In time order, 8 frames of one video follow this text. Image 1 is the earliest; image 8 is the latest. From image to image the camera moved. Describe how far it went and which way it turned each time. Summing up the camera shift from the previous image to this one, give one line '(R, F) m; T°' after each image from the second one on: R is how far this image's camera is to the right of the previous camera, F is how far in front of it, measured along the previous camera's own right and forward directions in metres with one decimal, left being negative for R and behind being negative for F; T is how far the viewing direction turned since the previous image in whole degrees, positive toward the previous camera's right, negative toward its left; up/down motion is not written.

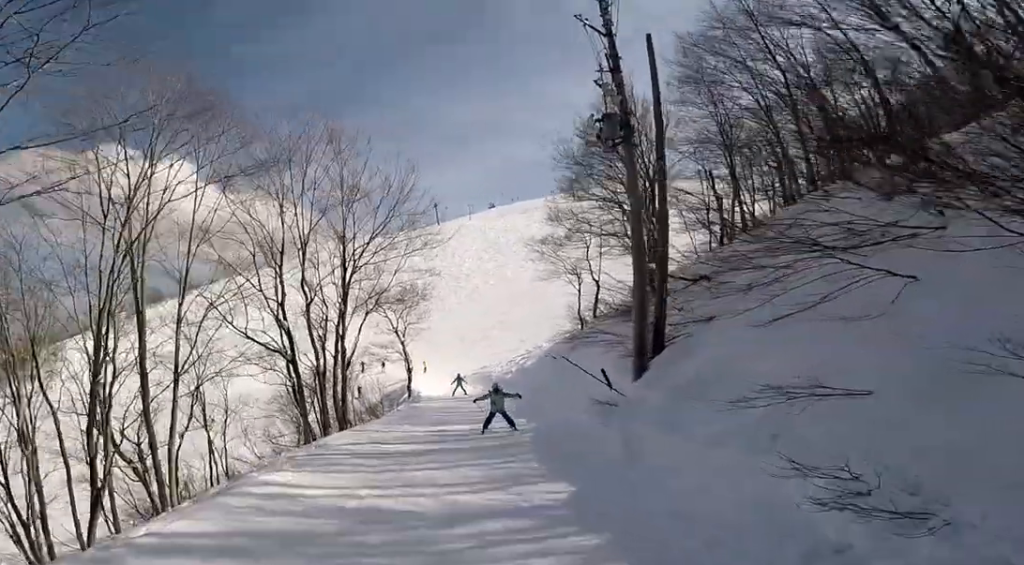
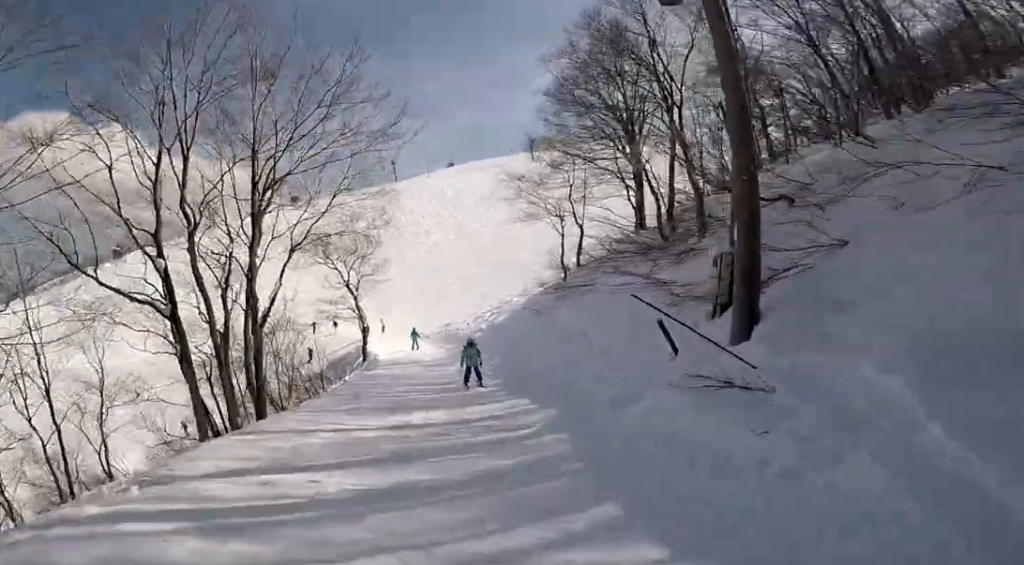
(+0.4, +5.1) m; +1°
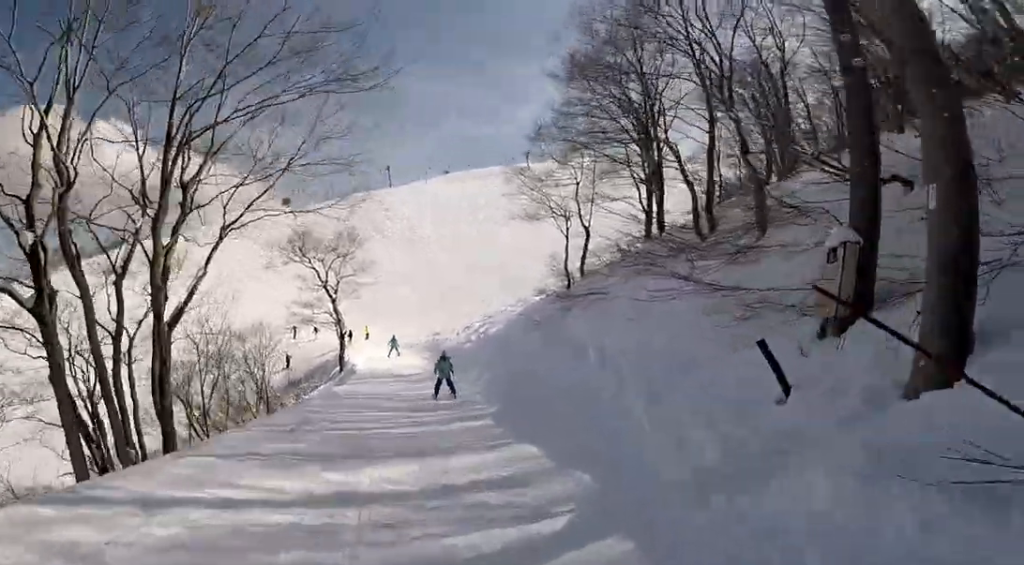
(+0.2, +3.1) m; -7°
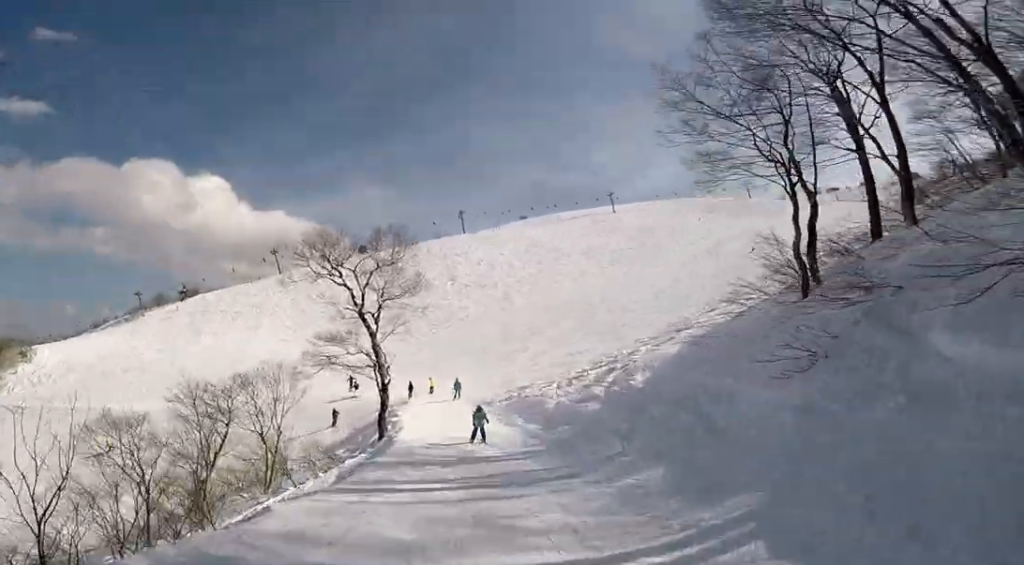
(-1.7, +10.0) m; -4°
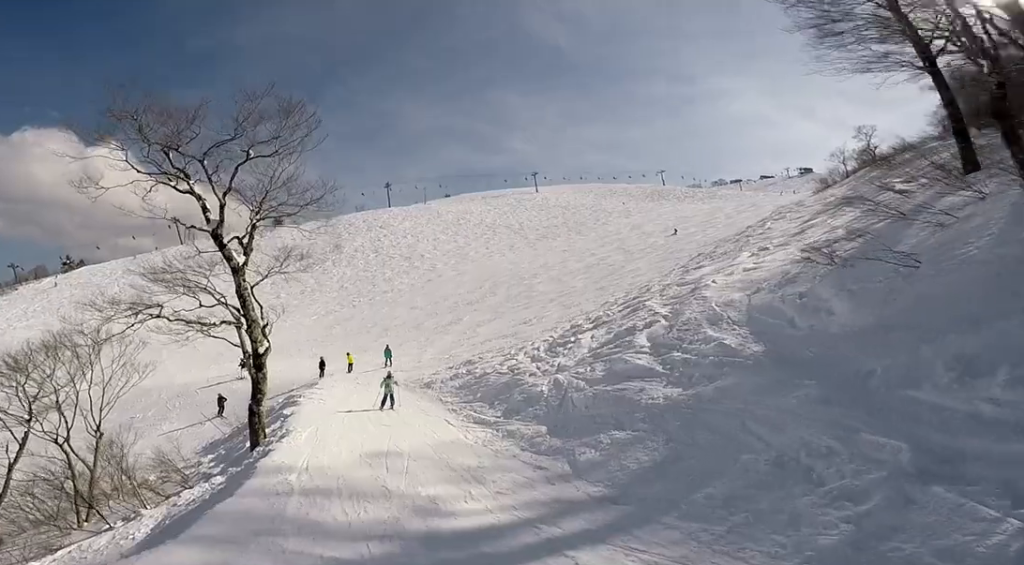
(+1.0, +7.7) m; +2°
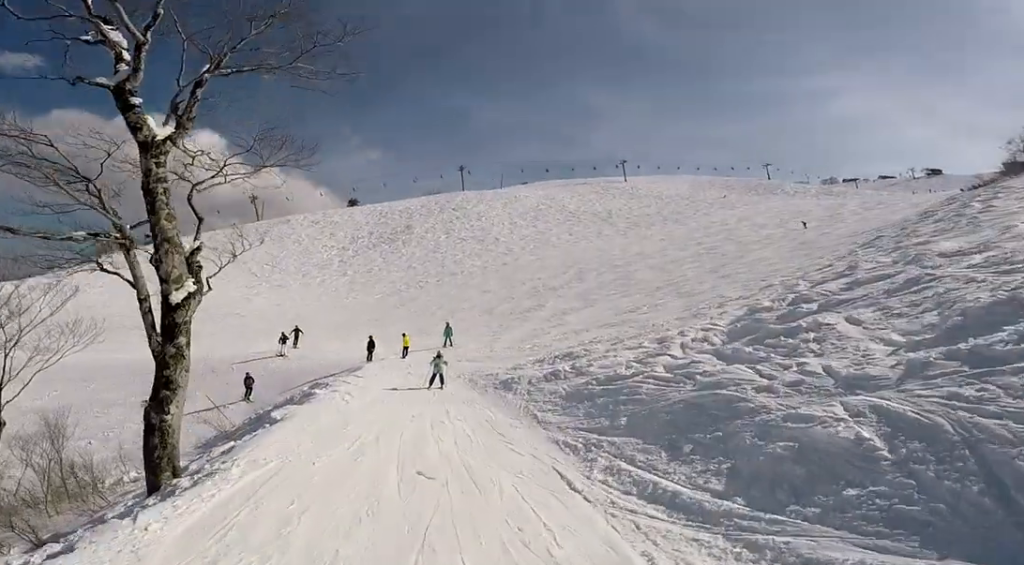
(-0.5, +6.4) m; -2°
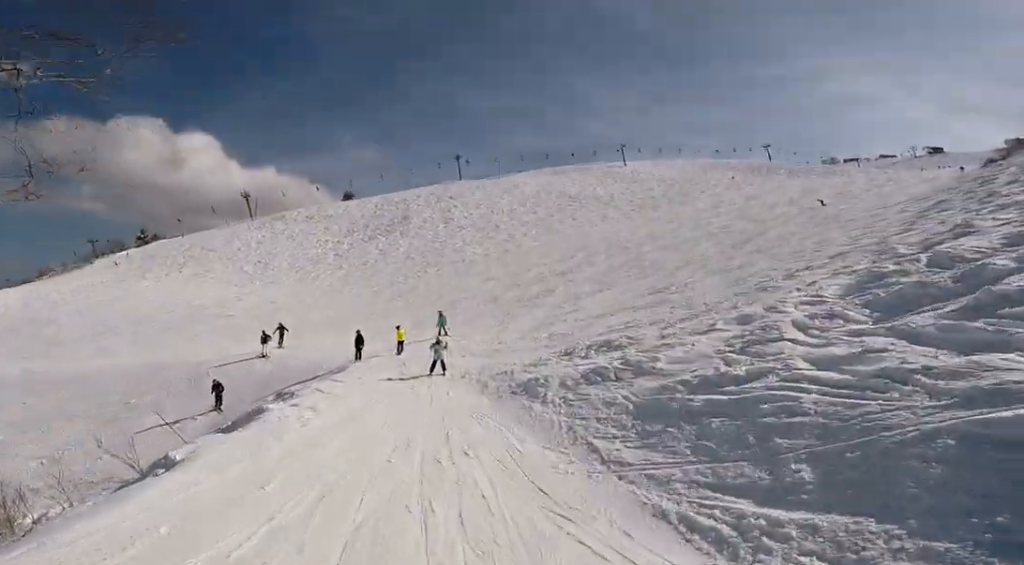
(-0.1, +3.5) m; +4°
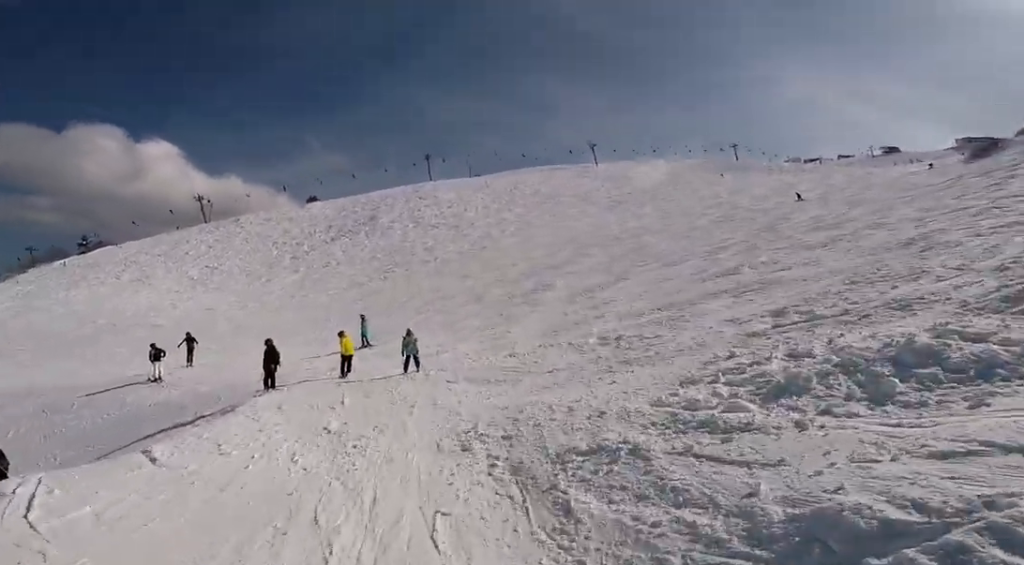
(+0.9, +8.3) m; -6°
